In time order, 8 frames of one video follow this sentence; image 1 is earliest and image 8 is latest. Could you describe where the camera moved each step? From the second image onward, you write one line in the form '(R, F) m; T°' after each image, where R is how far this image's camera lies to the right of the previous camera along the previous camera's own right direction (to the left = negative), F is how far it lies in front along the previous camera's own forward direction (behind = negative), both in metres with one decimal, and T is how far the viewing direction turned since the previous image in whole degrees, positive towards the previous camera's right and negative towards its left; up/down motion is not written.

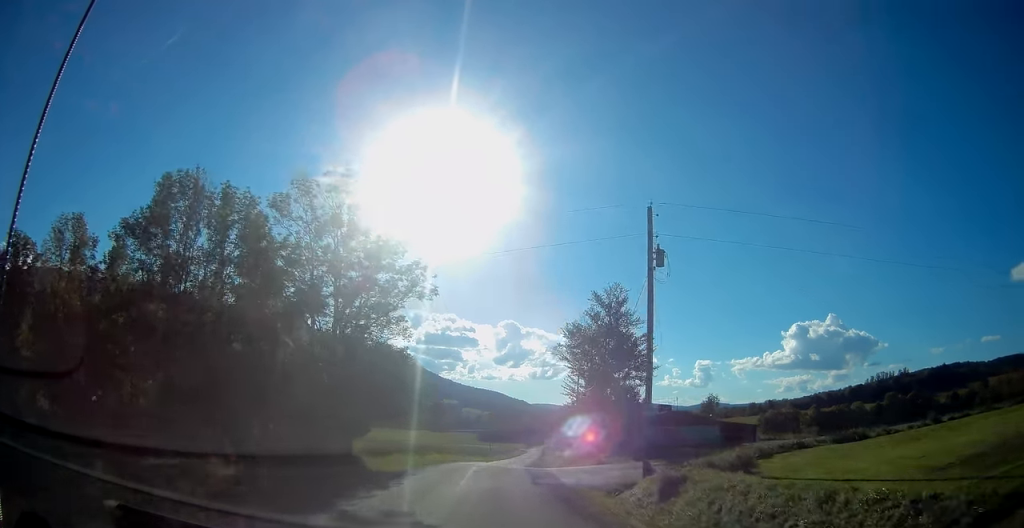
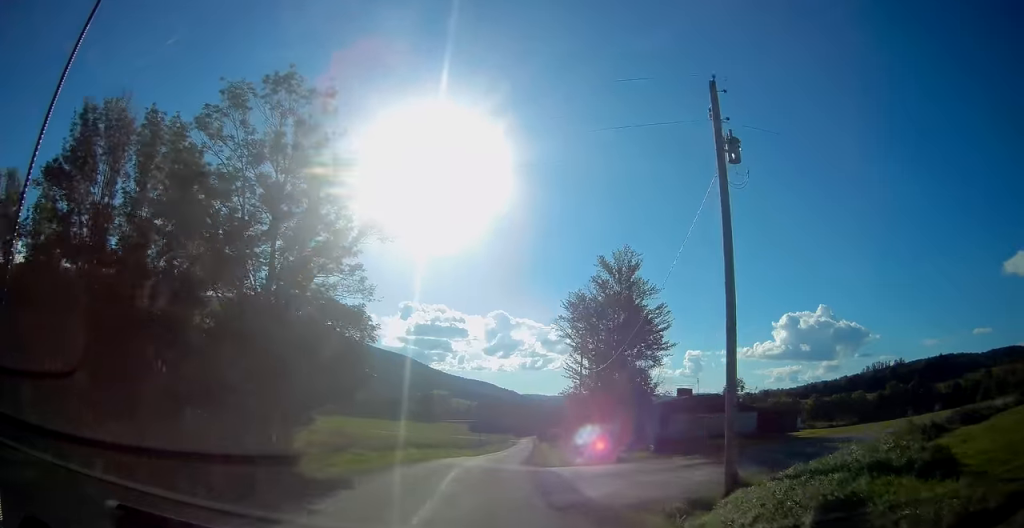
(-0.1, +9.7) m; +1°
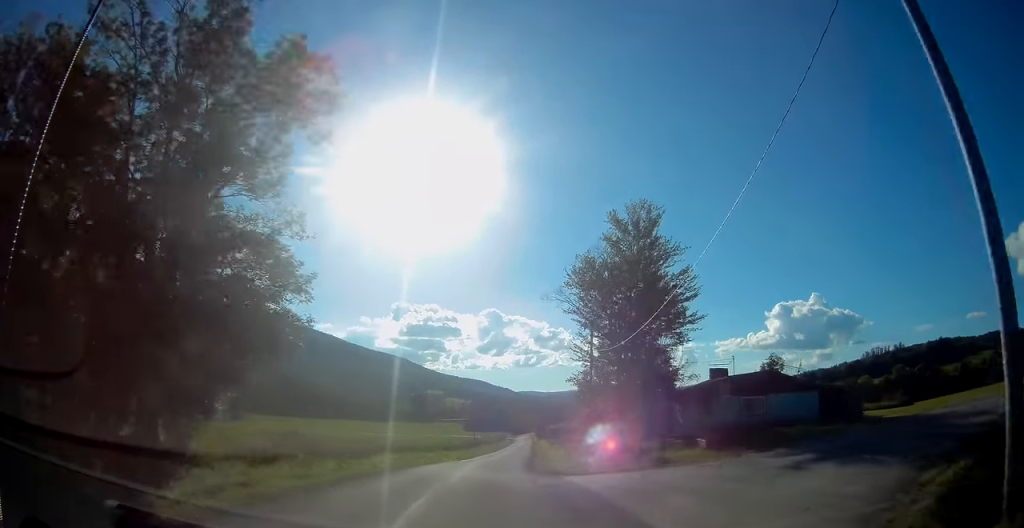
(+0.3, +9.8) m; +2°
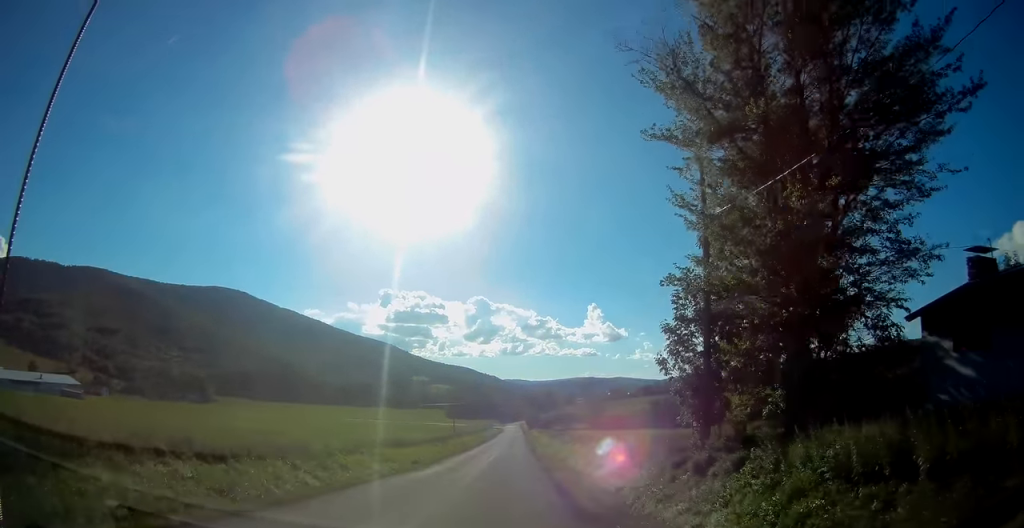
(+0.9, +28.5) m; +3°
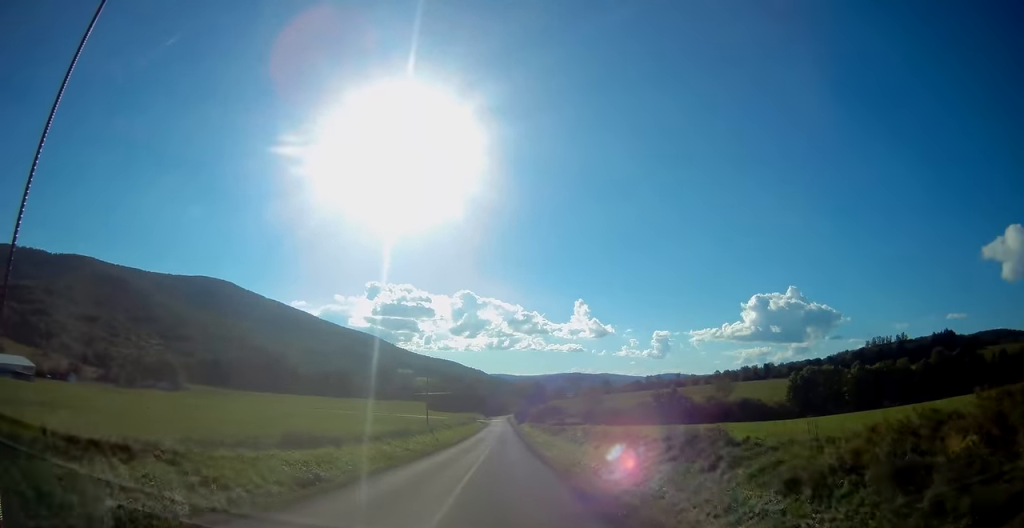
(0.0, +21.2) m; 0°
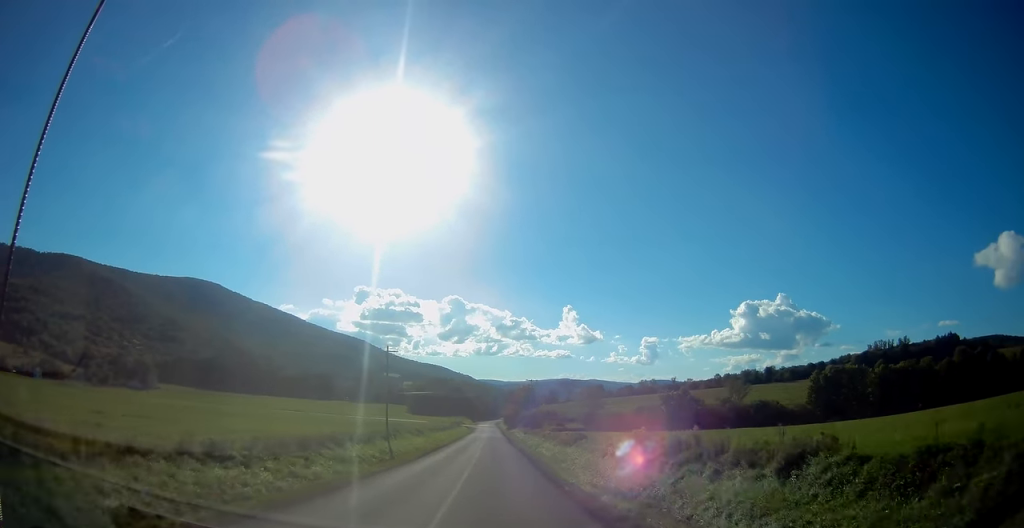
(+0.3, +23.0) m; +1°
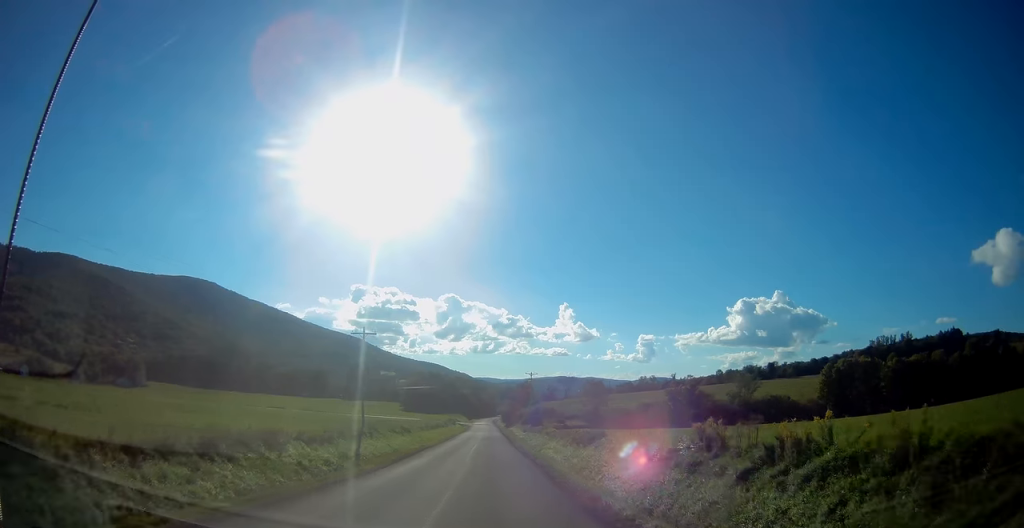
(+0.2, +9.6) m; 0°
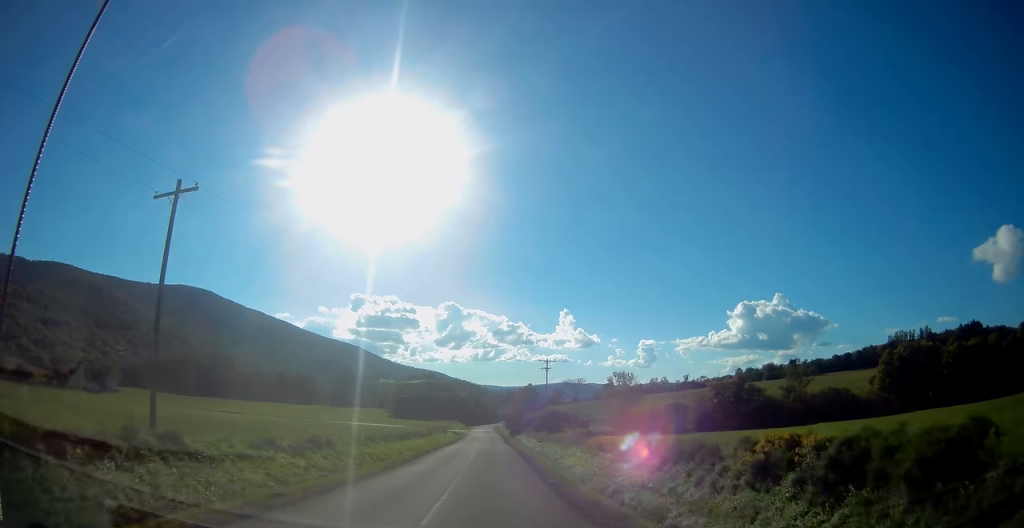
(-0.1, +31.4) m; 0°
